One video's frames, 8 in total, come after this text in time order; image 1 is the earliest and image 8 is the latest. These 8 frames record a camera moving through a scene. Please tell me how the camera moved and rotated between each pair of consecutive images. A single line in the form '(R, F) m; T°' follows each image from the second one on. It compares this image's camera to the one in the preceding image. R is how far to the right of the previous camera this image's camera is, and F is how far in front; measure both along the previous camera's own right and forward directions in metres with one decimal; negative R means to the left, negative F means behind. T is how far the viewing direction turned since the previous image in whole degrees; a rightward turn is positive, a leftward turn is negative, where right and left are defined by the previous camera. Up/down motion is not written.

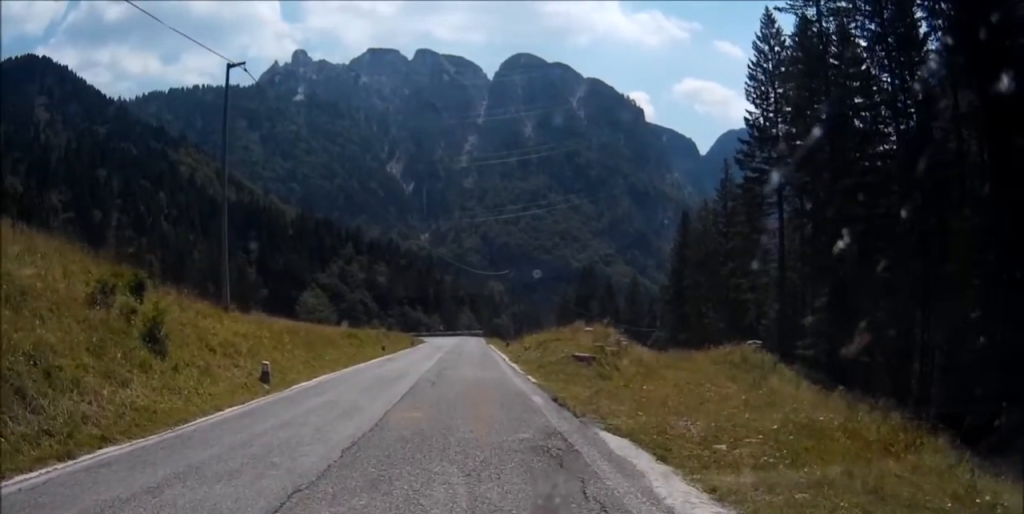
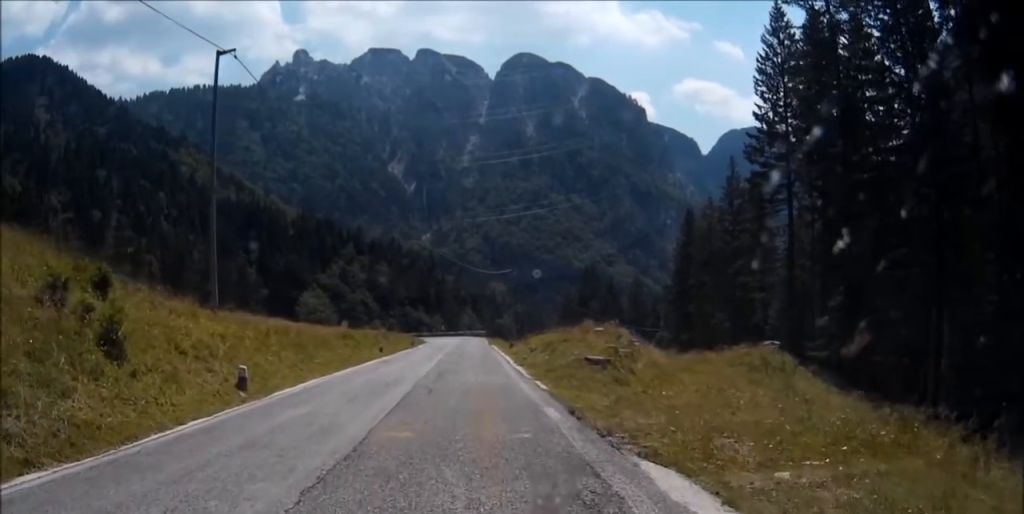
(-0.1, +3.9) m; -1°
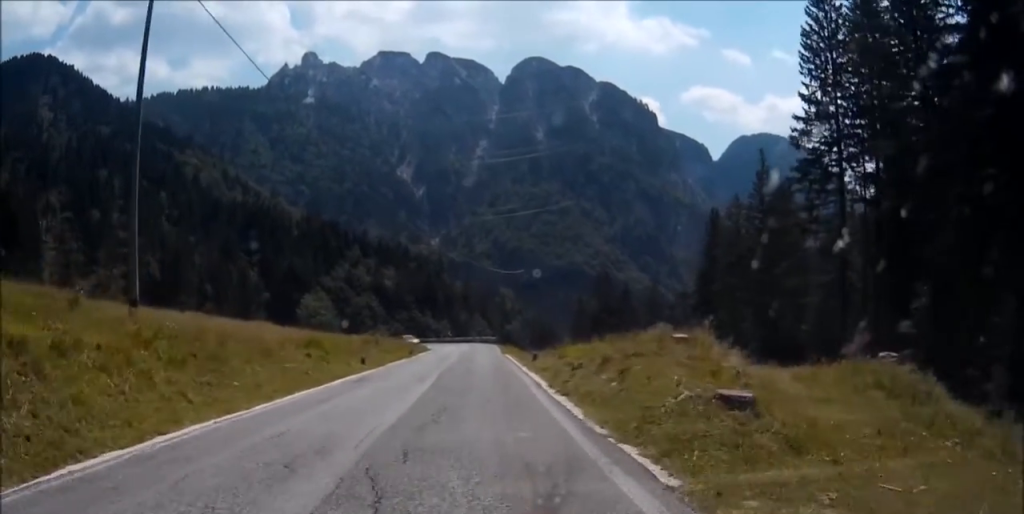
(0.0, +14.2) m; 0°
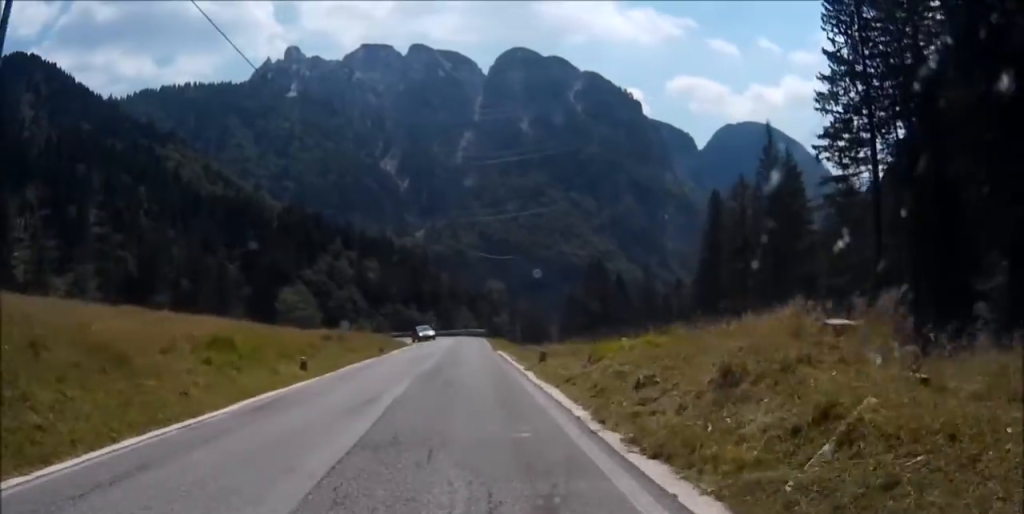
(0.0, +8.4) m; 0°
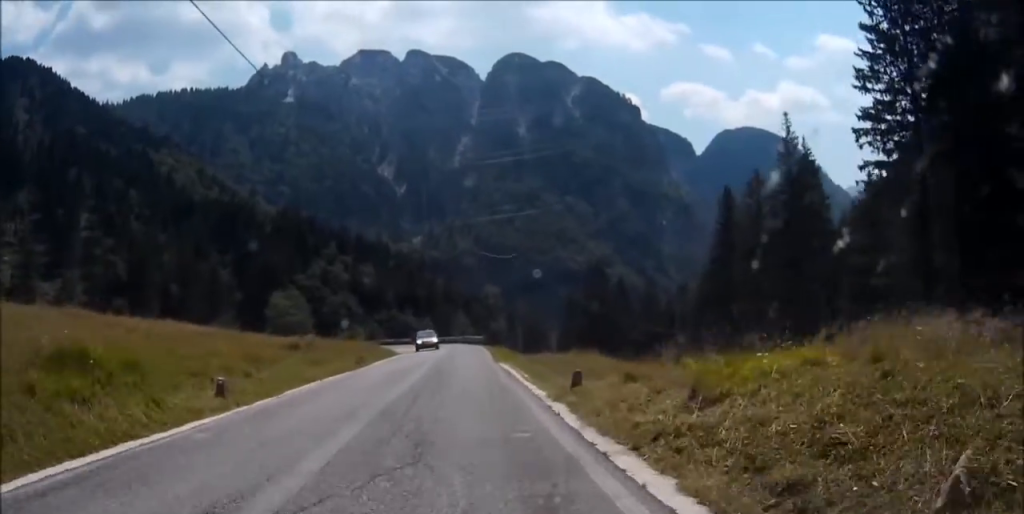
(+0.1, +8.2) m; 0°
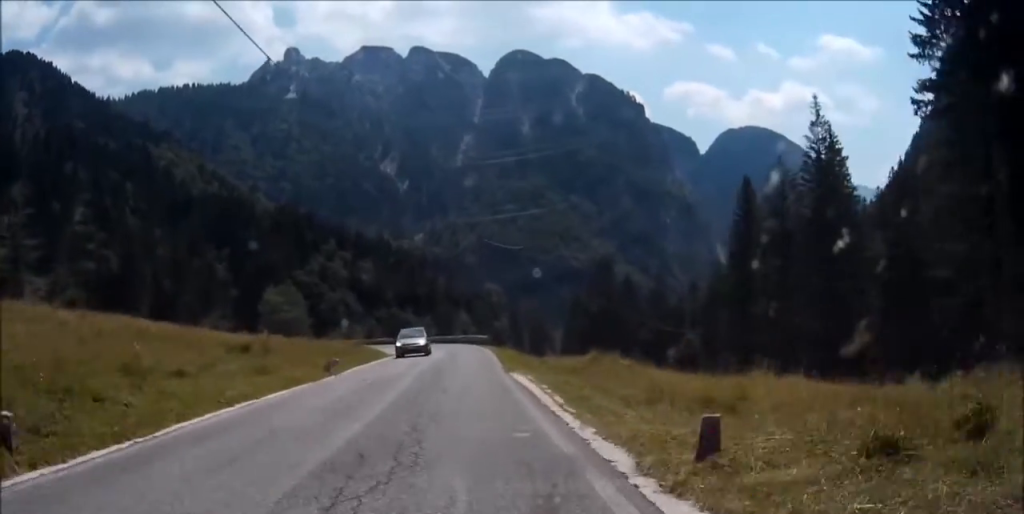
(+0.1, +7.5) m; 0°
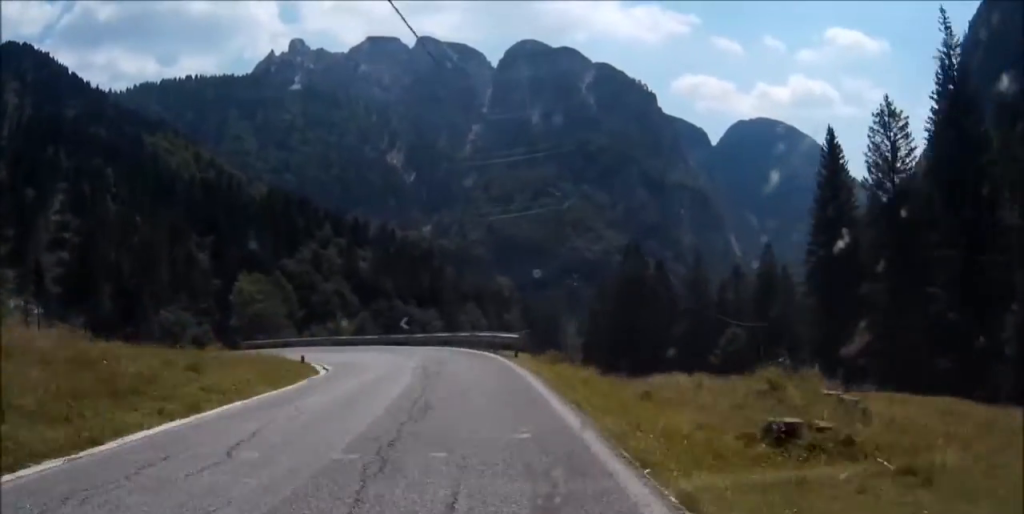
(-0.3, +24.3) m; -5°
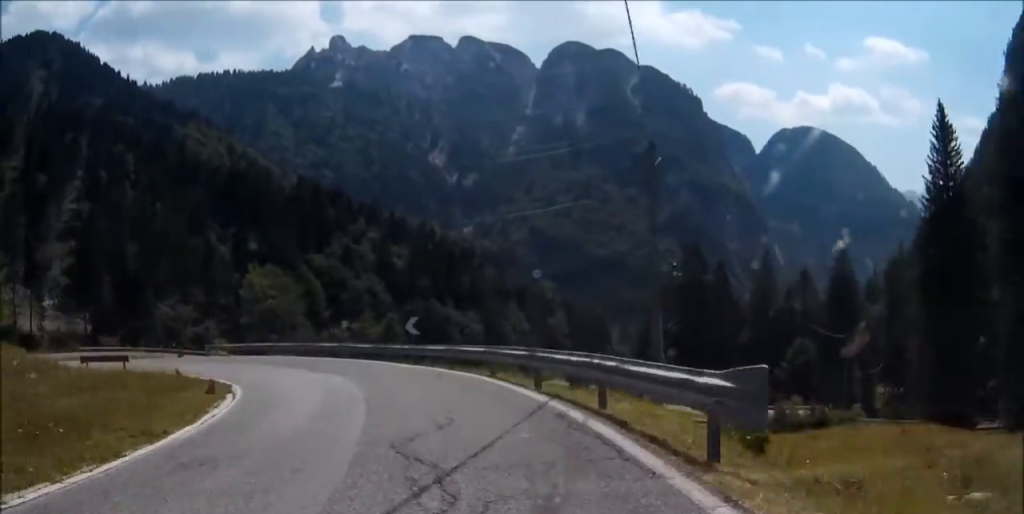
(-1.0, +15.0) m; -14°
